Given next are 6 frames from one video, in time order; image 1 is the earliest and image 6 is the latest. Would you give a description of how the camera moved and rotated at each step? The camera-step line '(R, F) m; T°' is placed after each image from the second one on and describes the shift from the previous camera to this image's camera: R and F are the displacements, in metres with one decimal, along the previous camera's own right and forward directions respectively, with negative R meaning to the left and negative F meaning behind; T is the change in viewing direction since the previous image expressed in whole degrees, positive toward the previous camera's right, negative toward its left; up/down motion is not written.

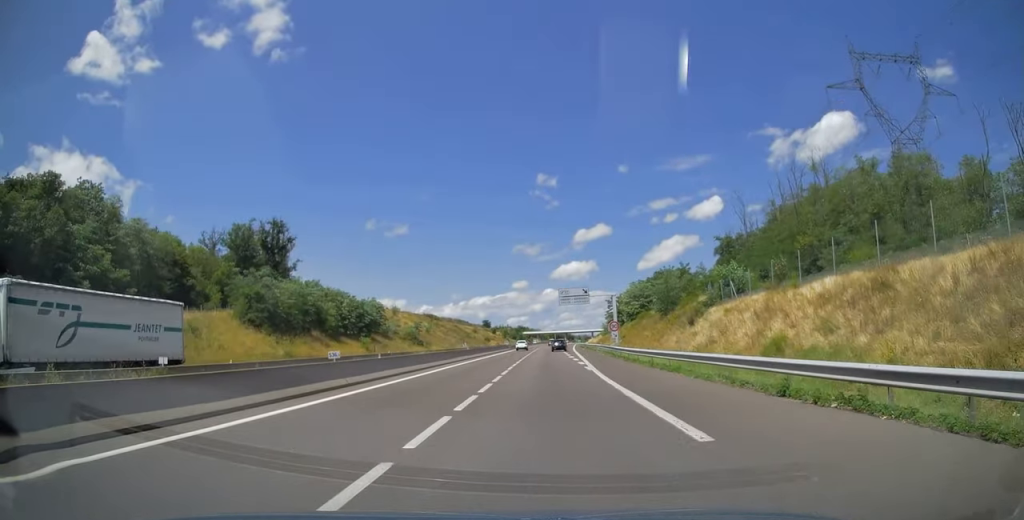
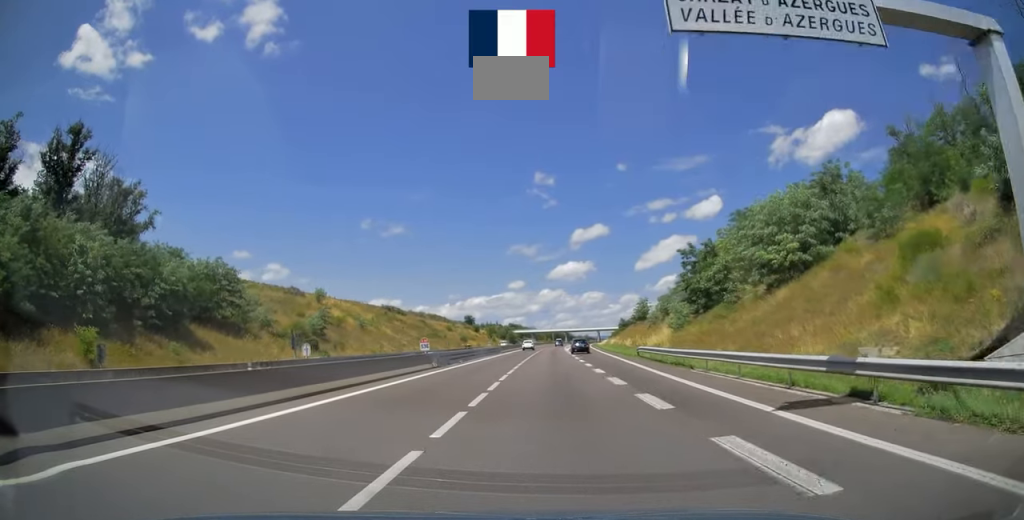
(+0.1, +67.2) m; 0°
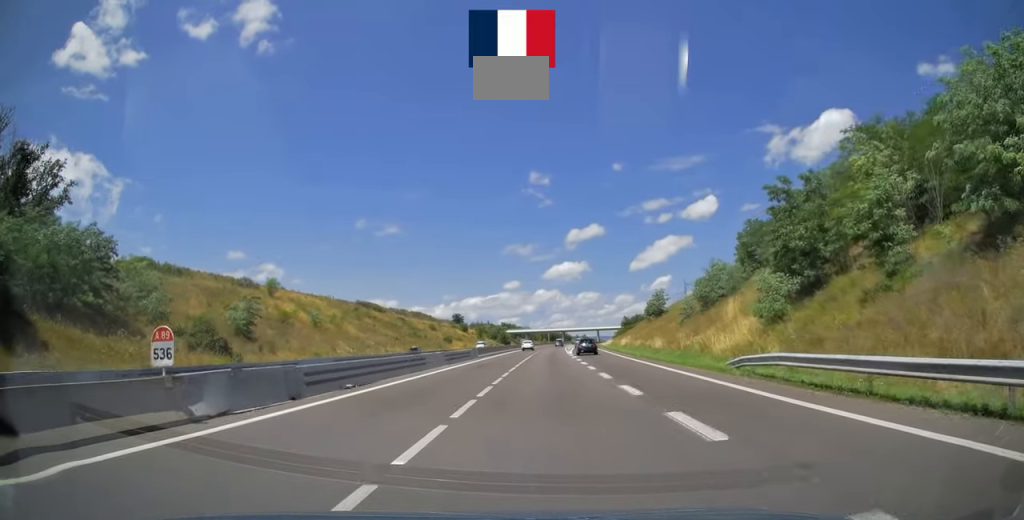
(0.0, +23.1) m; 0°
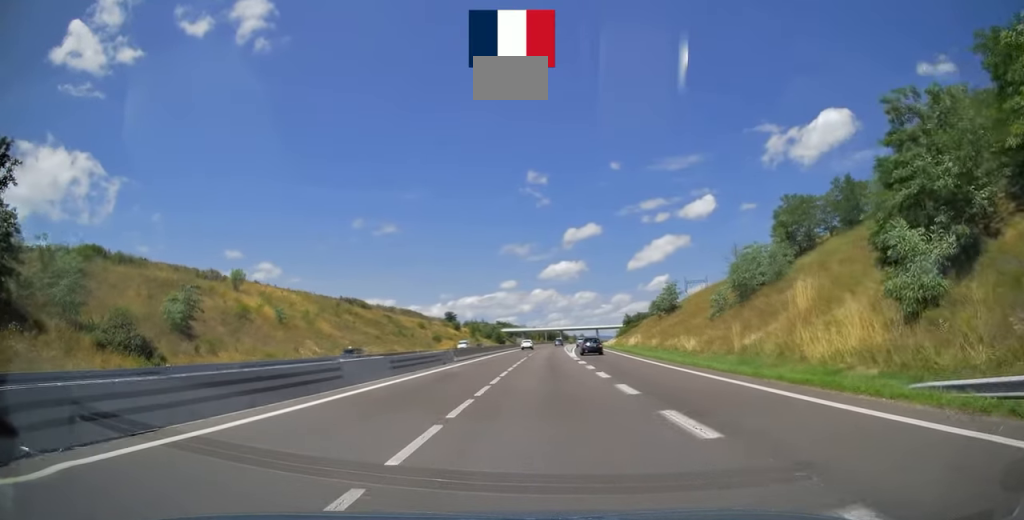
(0.0, +12.8) m; 0°
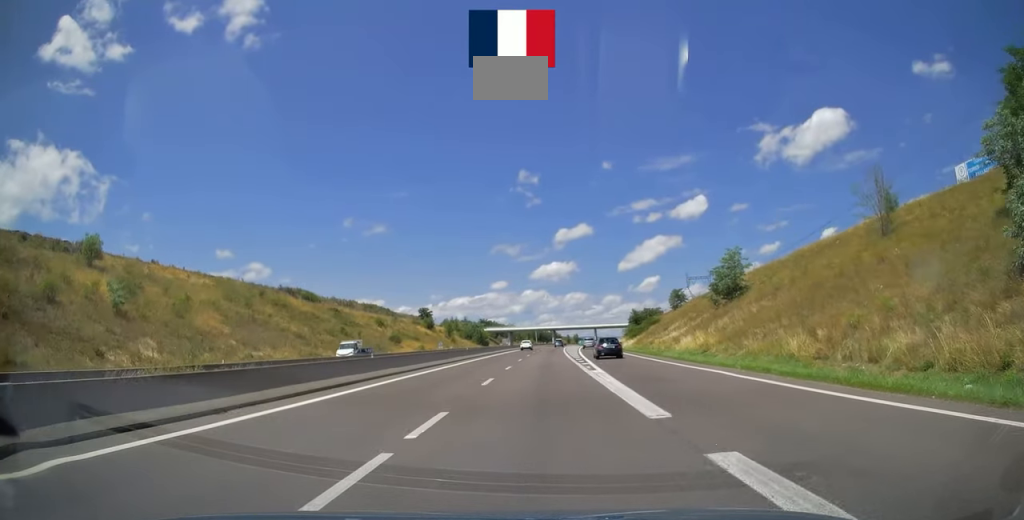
(+0.4, +36.5) m; +1°
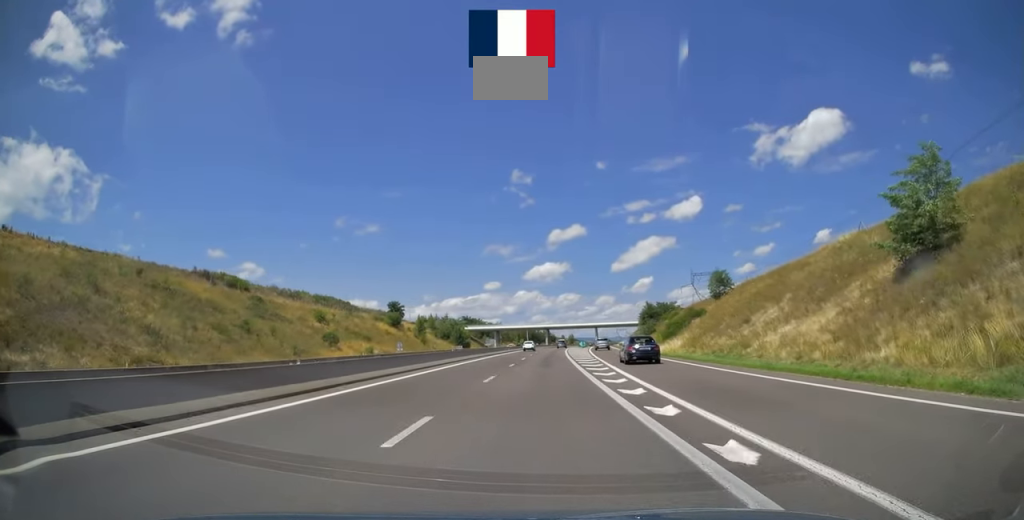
(+0.2, +34.9) m; 0°
